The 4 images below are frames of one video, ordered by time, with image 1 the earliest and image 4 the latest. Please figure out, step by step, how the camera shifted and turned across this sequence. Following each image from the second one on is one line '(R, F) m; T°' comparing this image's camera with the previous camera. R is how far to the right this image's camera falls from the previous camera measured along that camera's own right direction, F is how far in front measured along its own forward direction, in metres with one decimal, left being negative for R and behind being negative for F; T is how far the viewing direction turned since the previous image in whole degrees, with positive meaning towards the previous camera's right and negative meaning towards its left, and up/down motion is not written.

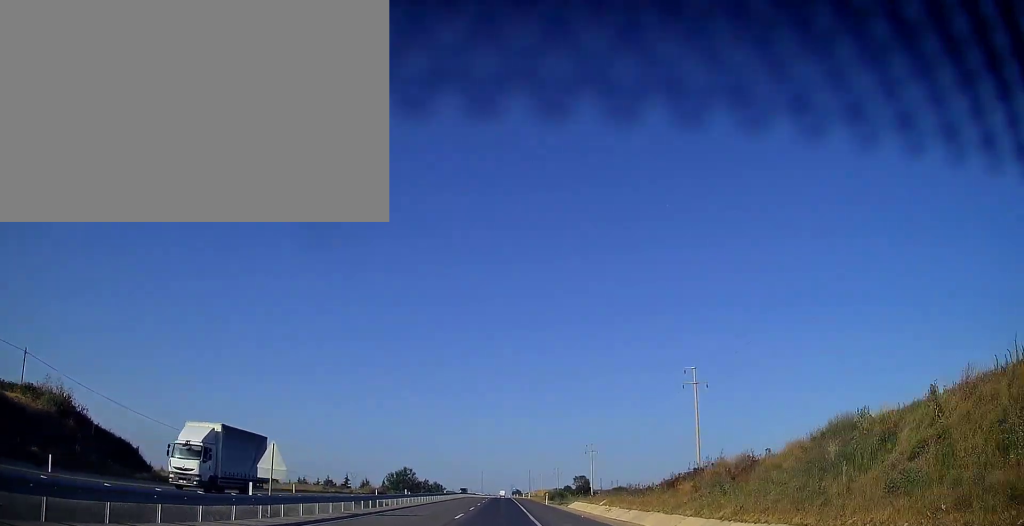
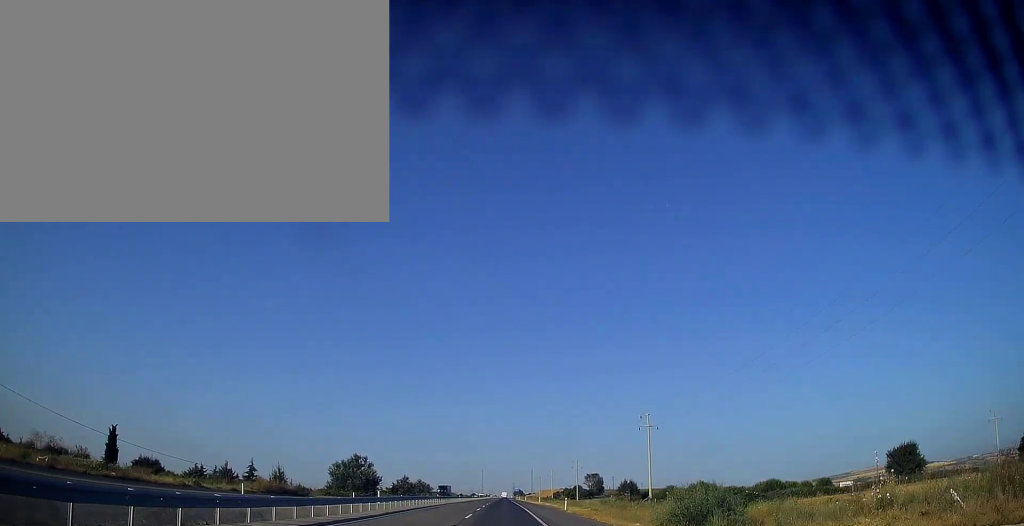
(-0.3, +57.5) m; 0°
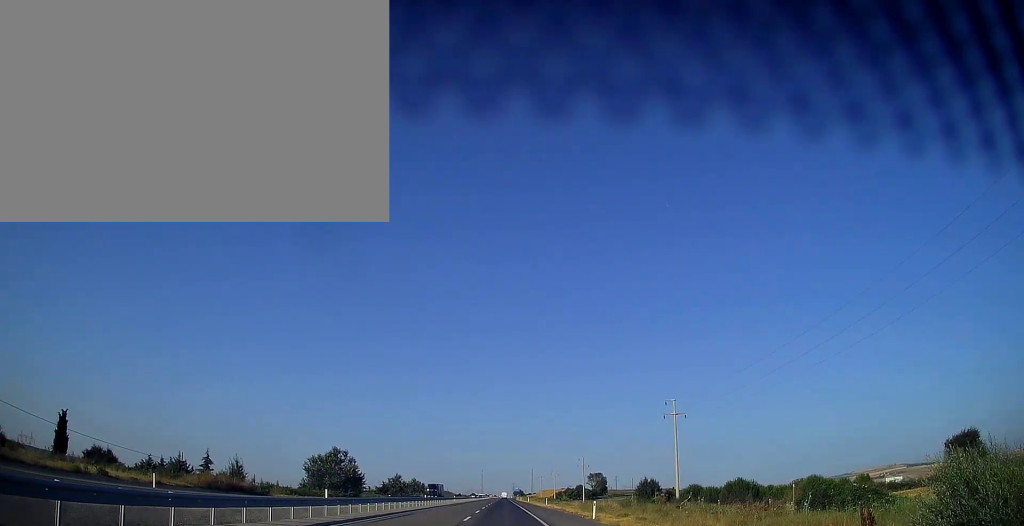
(+0.2, +14.4) m; 0°
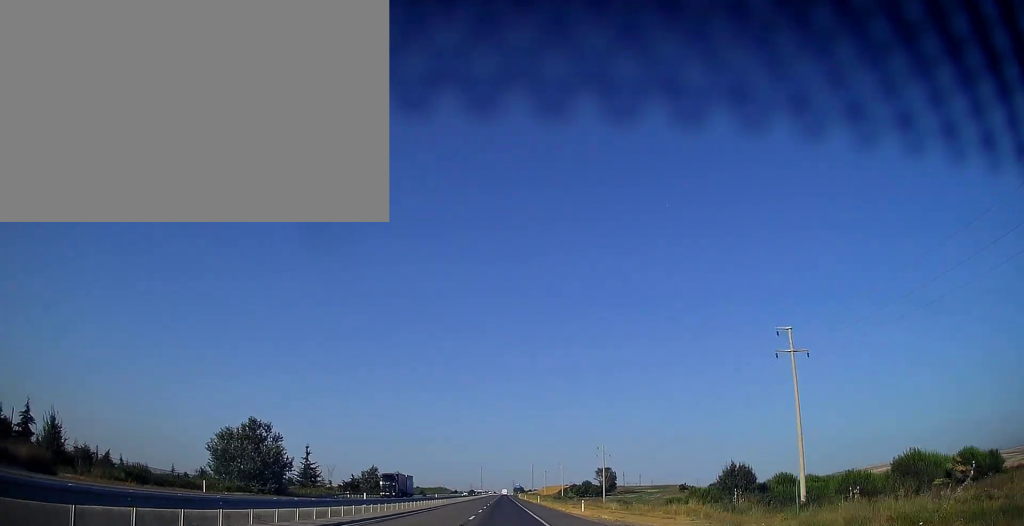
(0.0, +33.7) m; 0°
